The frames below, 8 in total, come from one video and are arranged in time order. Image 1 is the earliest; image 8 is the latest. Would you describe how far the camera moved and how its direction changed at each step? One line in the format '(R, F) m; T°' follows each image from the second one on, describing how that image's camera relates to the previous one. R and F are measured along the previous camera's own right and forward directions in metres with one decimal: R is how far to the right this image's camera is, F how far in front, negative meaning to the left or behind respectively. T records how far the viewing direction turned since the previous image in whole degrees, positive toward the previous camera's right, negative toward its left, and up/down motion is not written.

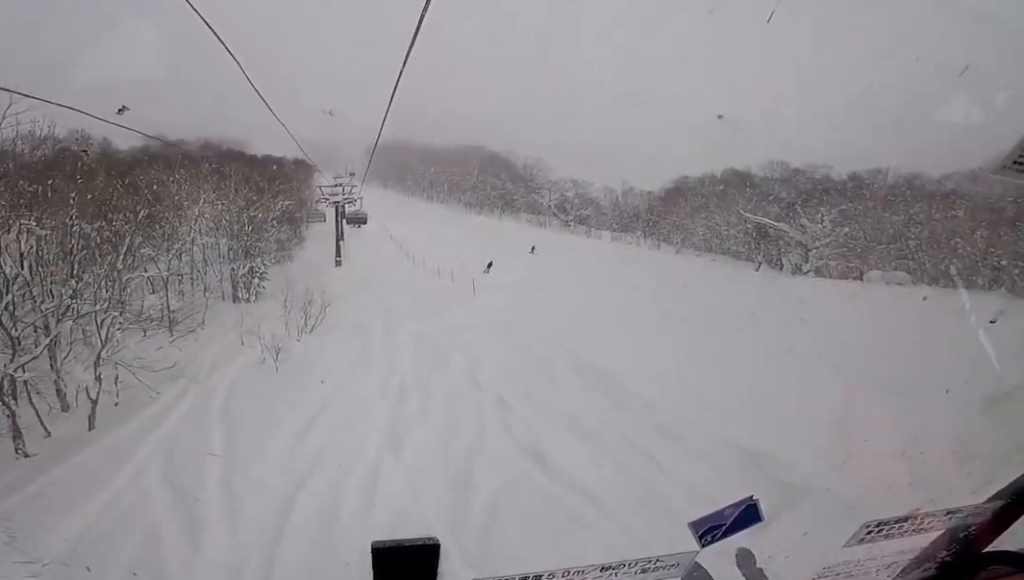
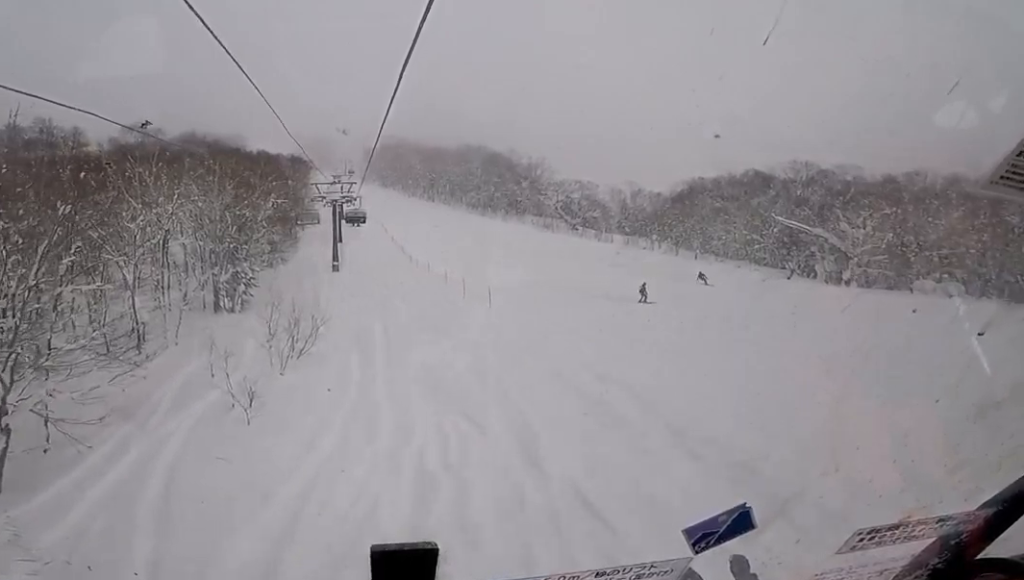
(-0.2, +5.2) m; 0°
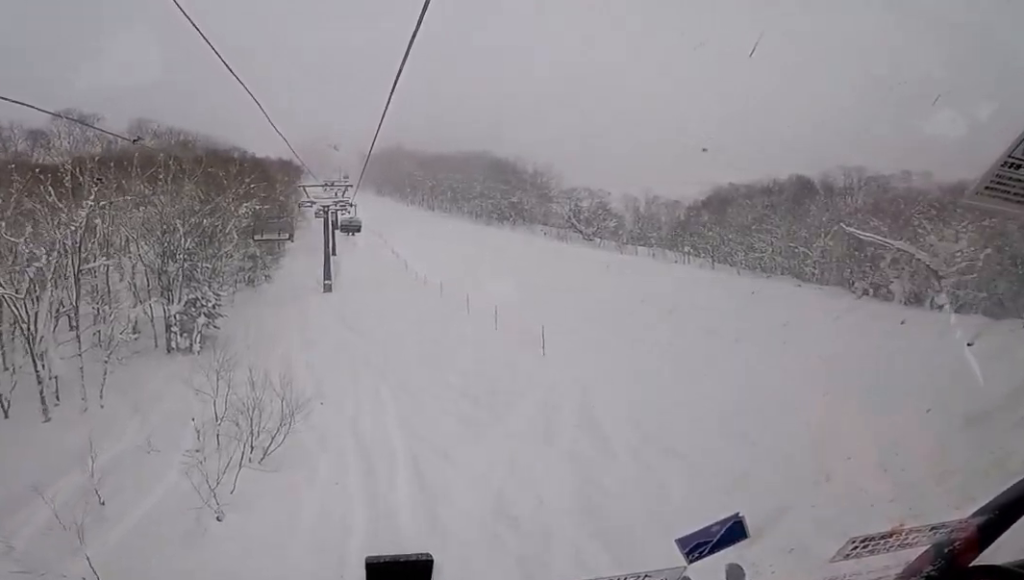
(-0.7, +9.3) m; -4°
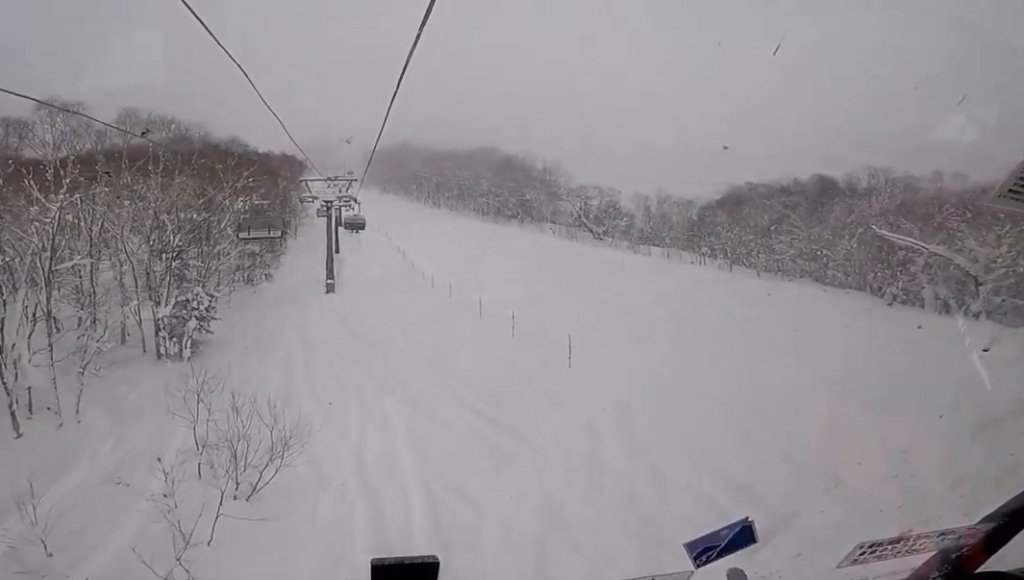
(-0.1, +2.4) m; +4°
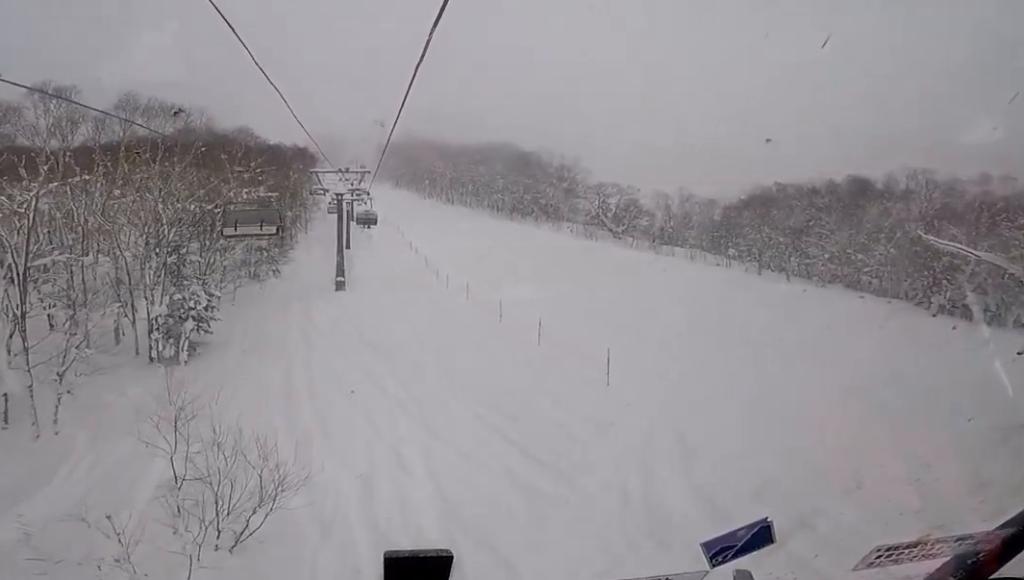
(+0.4, +2.4) m; 0°
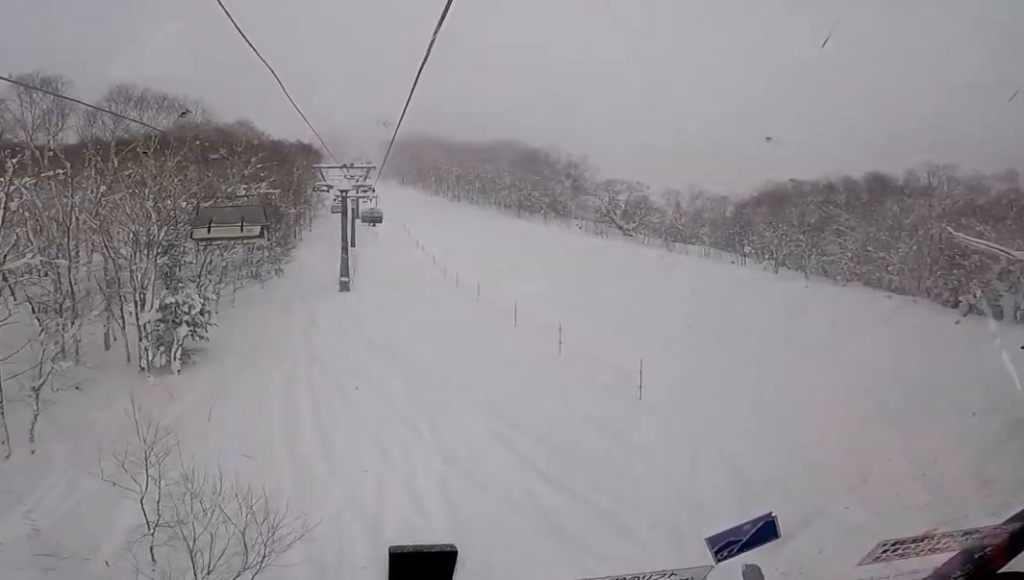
(+0.2, +1.8) m; 0°
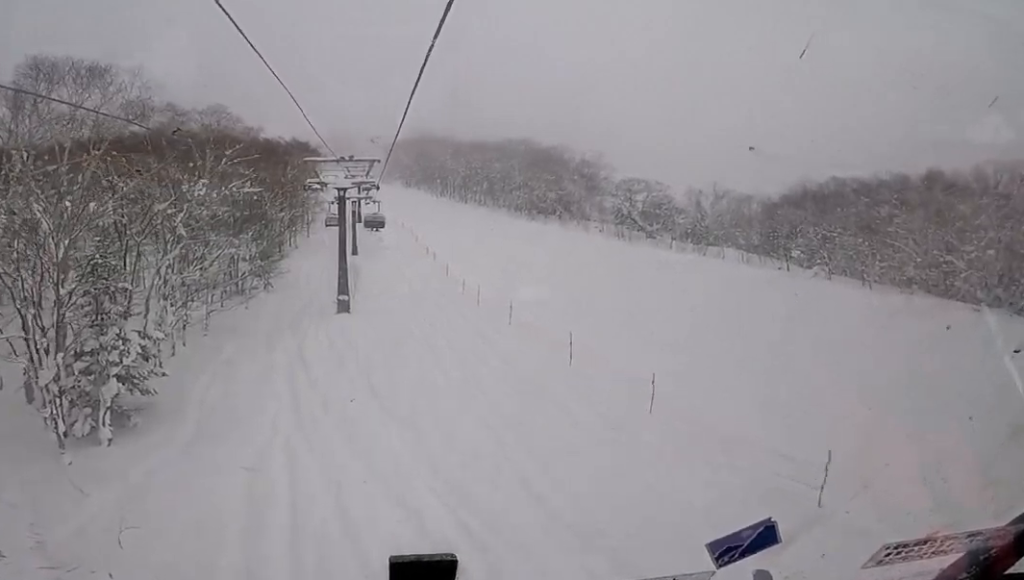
(-1.0, +7.0) m; -2°
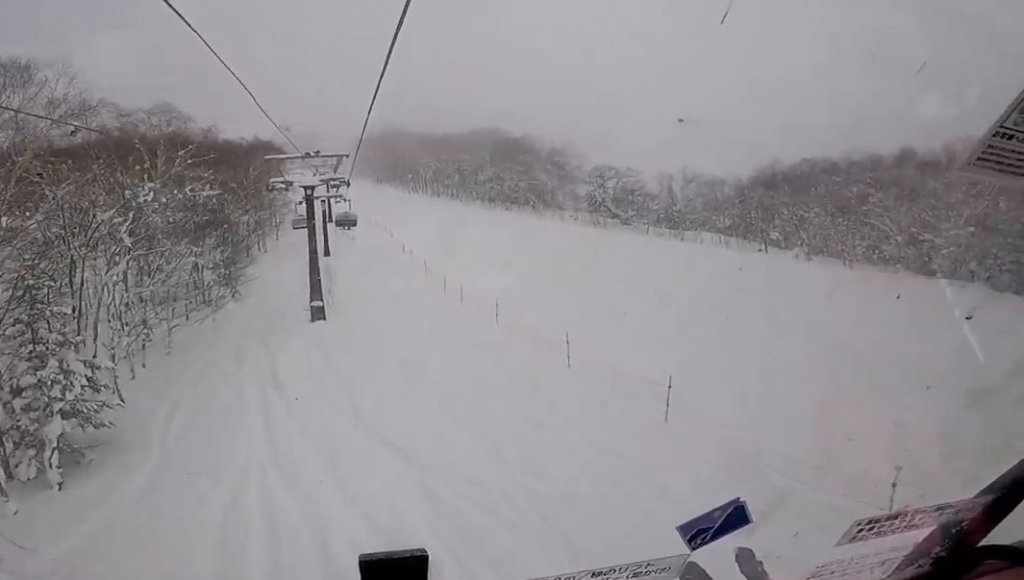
(0.0, +2.0) m; +3°
